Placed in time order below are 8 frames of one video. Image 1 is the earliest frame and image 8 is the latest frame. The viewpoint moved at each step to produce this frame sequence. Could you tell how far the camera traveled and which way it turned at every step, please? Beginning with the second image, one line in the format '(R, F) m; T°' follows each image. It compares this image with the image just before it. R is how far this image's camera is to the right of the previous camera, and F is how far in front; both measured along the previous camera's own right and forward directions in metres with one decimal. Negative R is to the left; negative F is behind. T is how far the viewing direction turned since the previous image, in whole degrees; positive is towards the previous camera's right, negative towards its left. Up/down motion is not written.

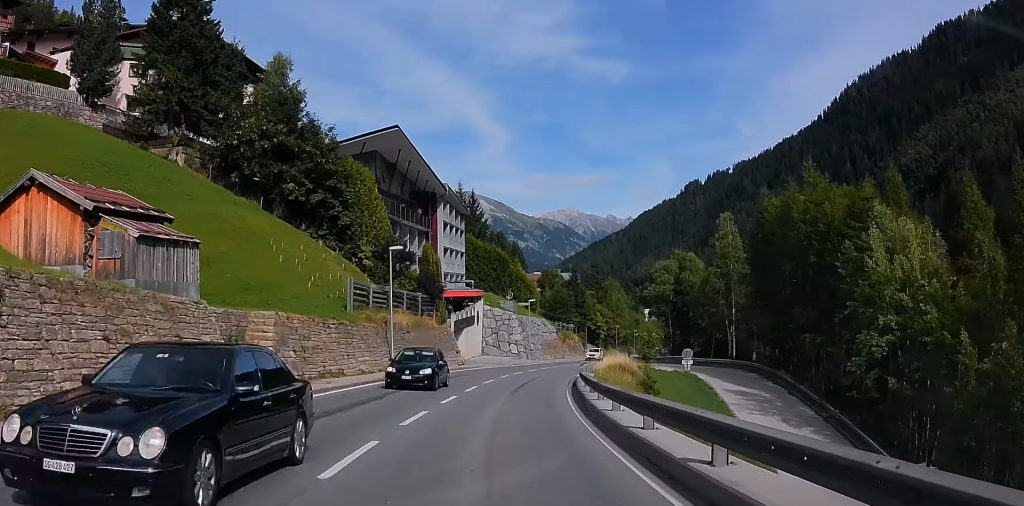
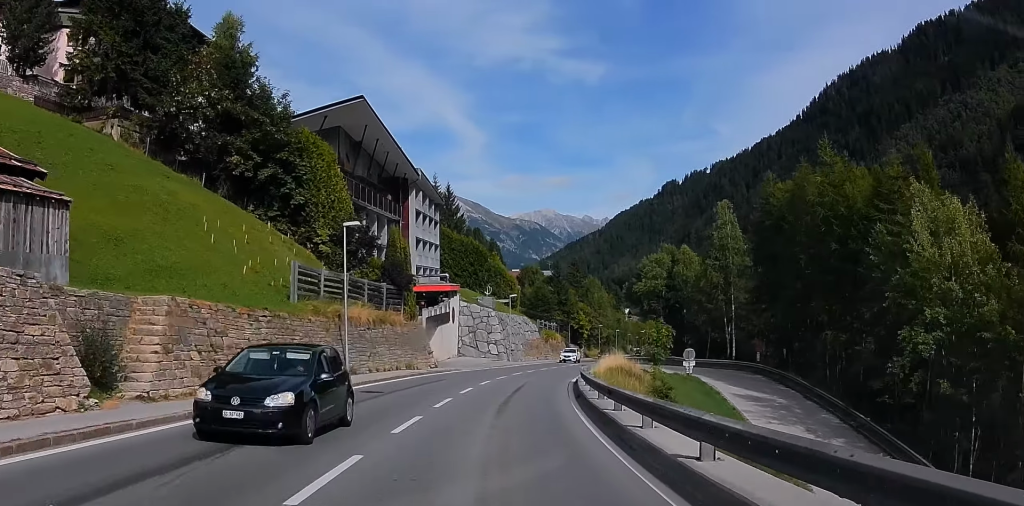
(+0.1, +7.3) m; +1°
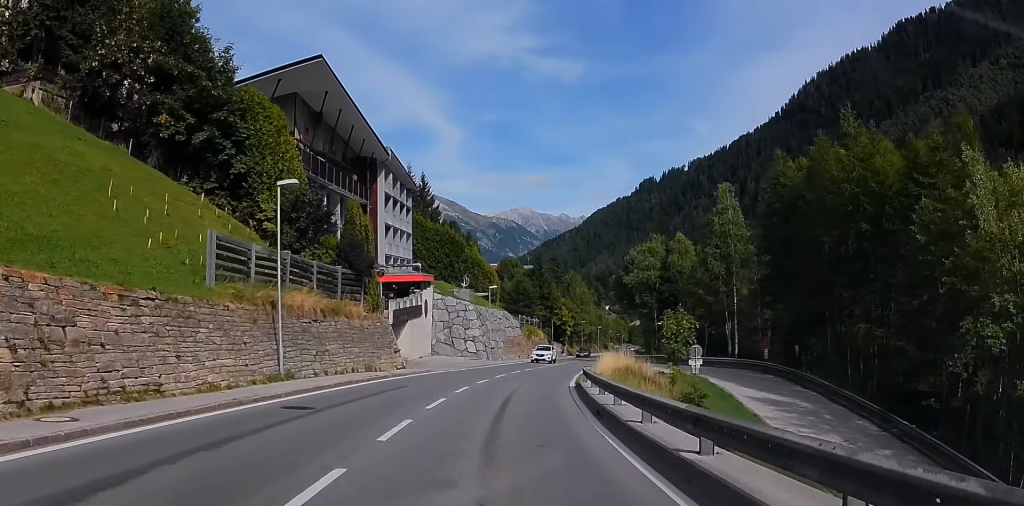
(-0.1, +7.3) m; -1°
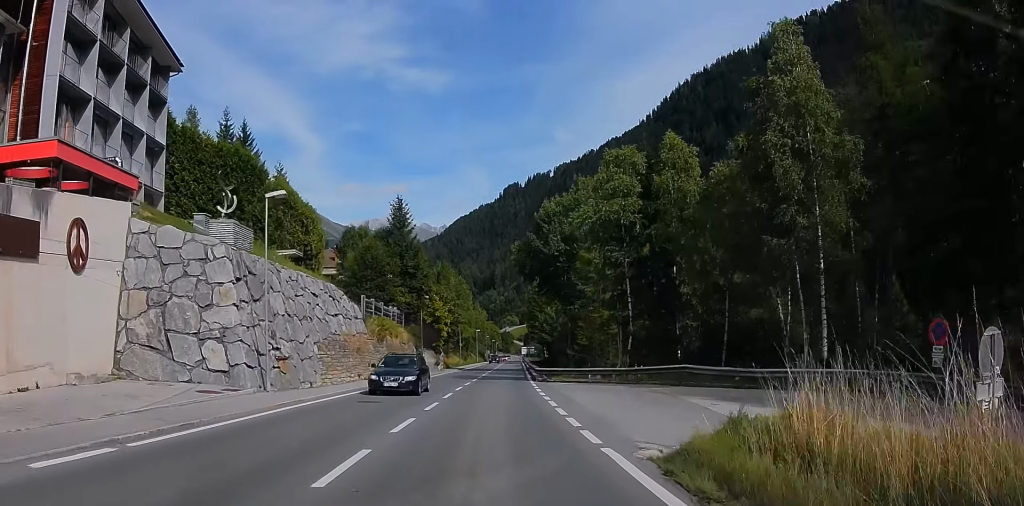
(+1.3, +38.7) m; +14°
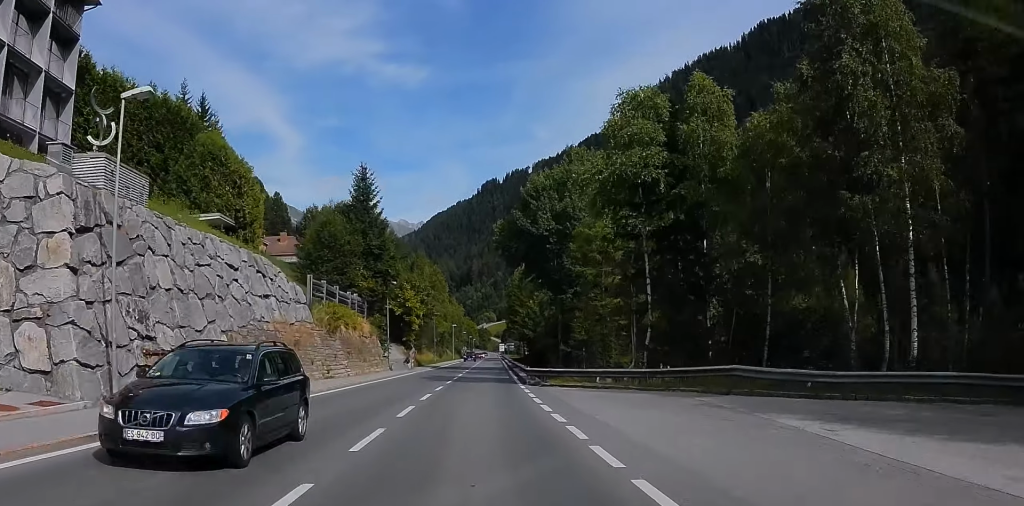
(-0.2, +9.3) m; -1°
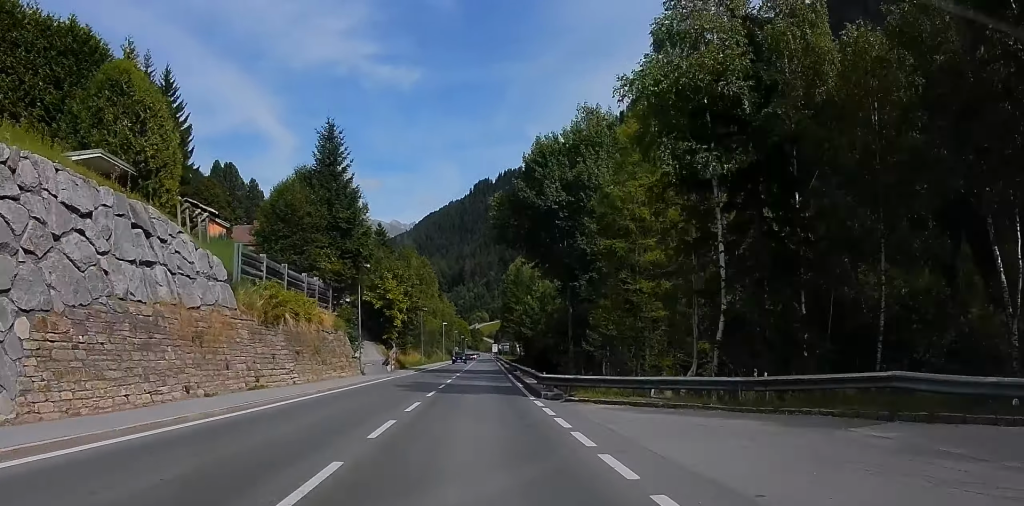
(-0.1, +10.3) m; 0°
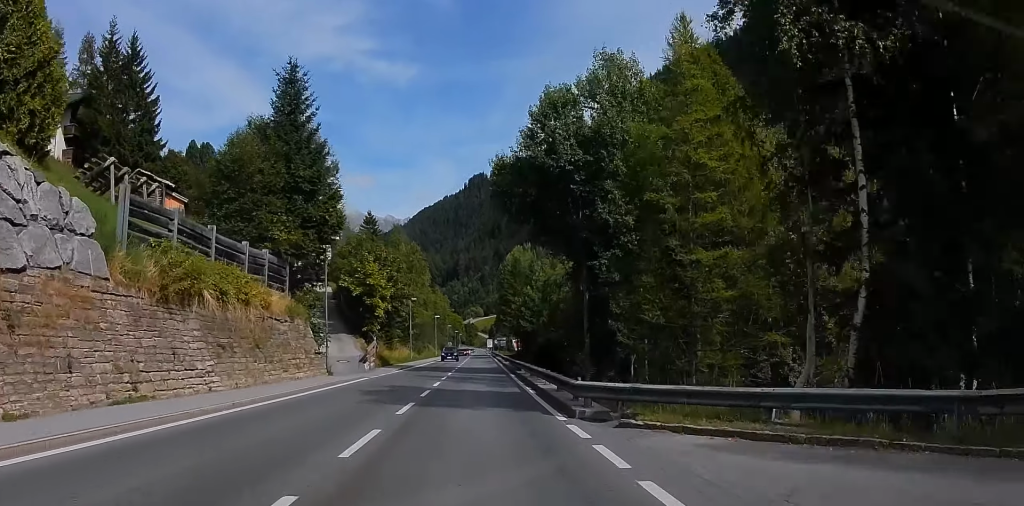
(-0.2, +8.5) m; +2°
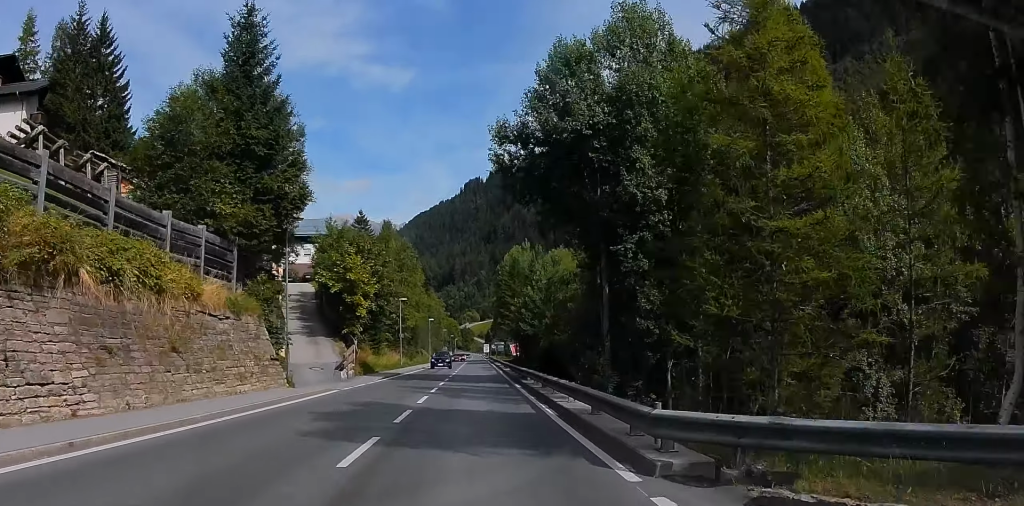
(+0.3, +6.7) m; +2°
